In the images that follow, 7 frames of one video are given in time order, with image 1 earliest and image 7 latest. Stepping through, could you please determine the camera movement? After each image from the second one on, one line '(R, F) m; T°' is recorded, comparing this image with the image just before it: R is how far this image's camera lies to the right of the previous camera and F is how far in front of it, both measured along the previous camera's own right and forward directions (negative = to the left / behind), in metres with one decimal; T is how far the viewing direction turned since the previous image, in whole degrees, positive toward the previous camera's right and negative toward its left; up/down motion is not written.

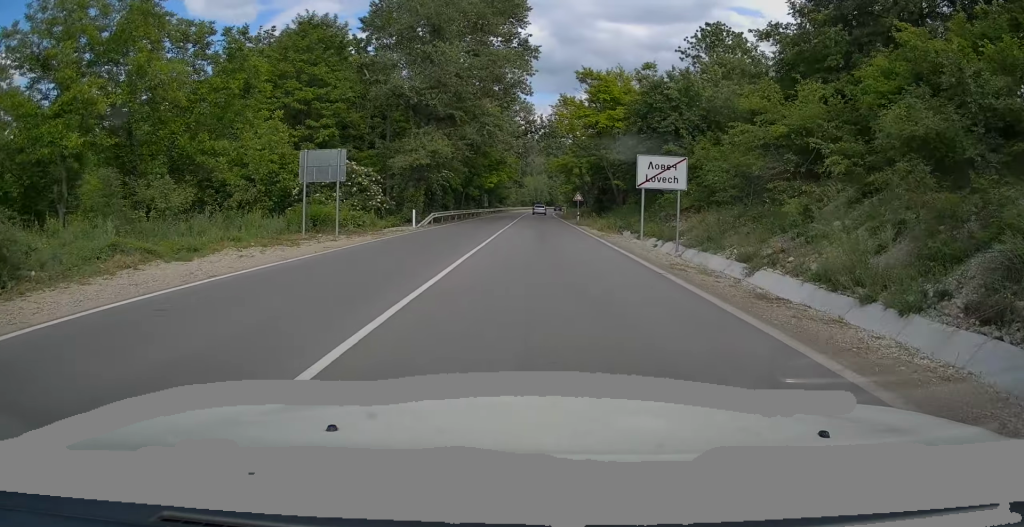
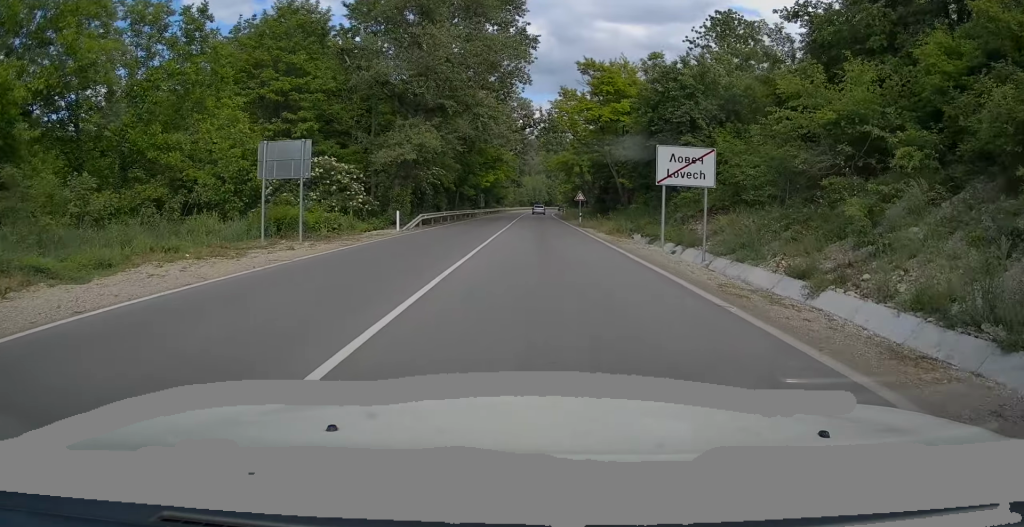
(+0.1, +3.7) m; +2°
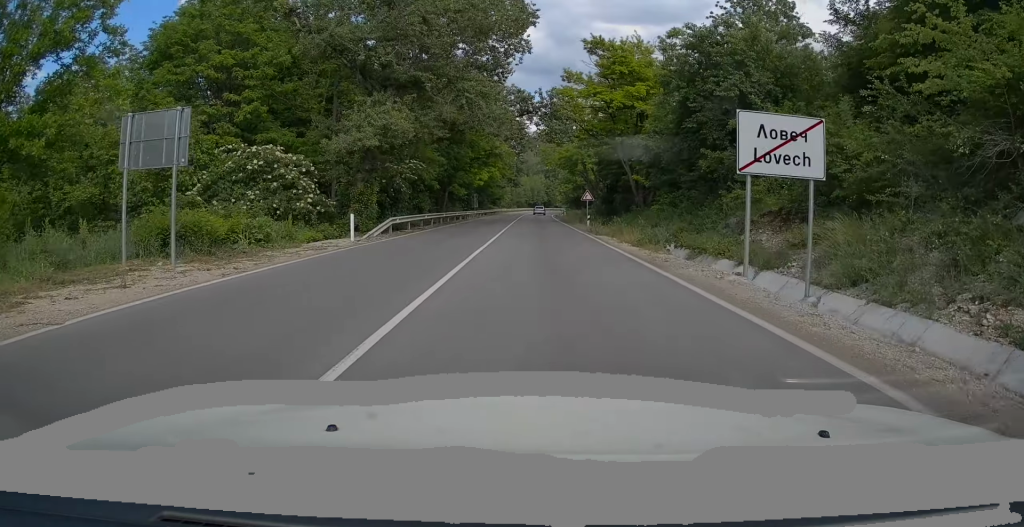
(+0.1, +7.4) m; 0°
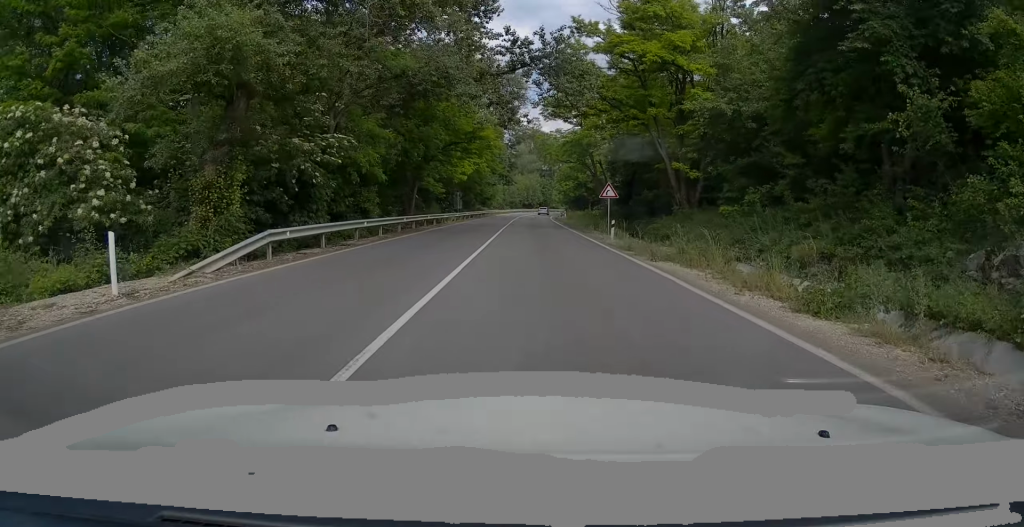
(0.0, +13.1) m; 0°
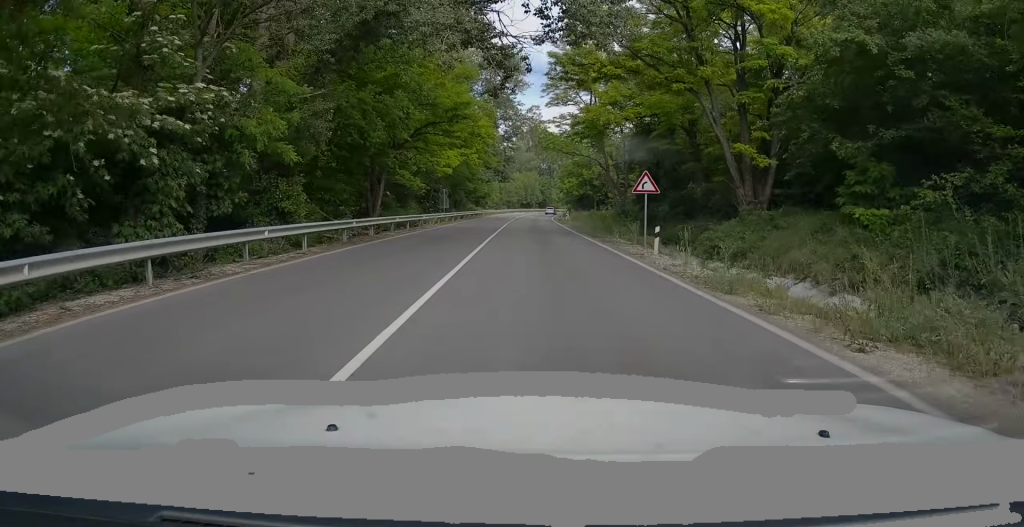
(+0.1, +9.0) m; 0°
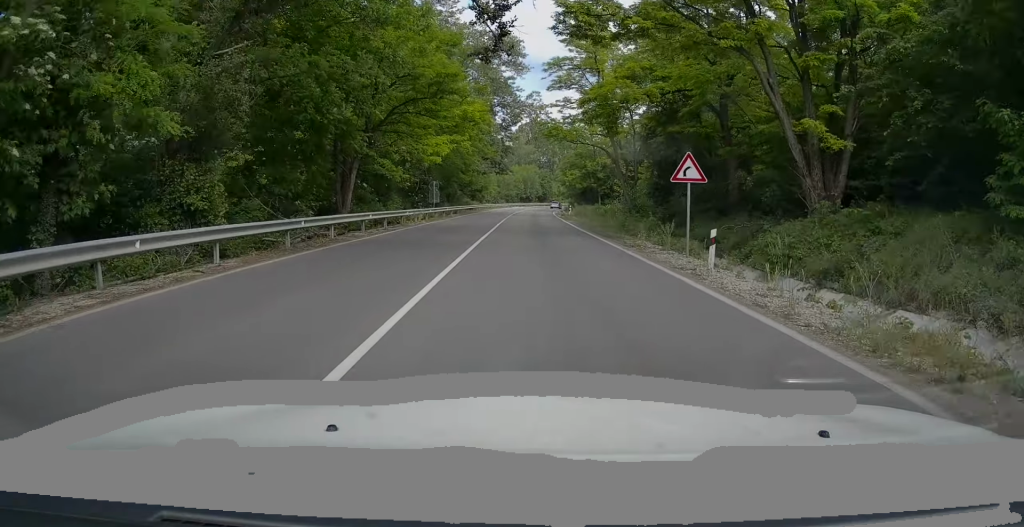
(-0.1, +5.3) m; 0°
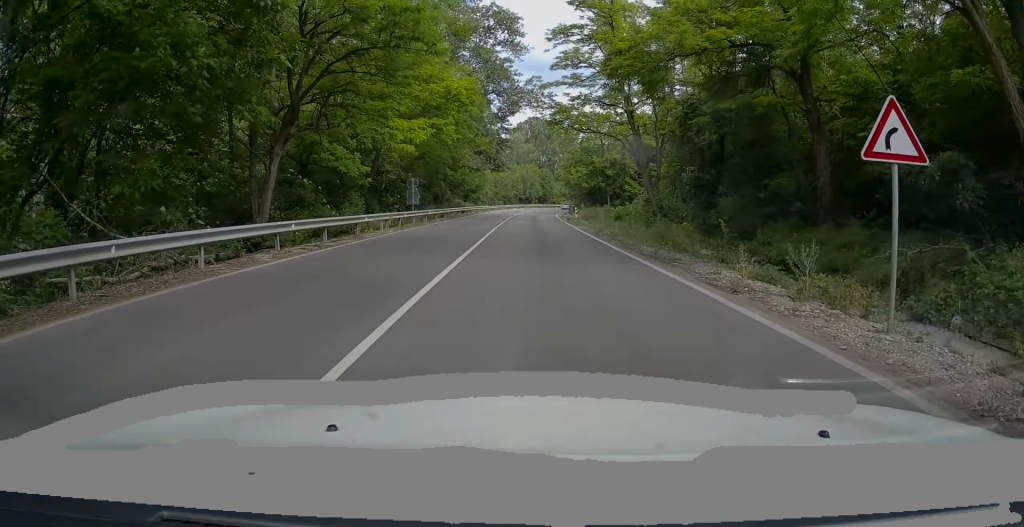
(0.0, +8.6) m; 0°
